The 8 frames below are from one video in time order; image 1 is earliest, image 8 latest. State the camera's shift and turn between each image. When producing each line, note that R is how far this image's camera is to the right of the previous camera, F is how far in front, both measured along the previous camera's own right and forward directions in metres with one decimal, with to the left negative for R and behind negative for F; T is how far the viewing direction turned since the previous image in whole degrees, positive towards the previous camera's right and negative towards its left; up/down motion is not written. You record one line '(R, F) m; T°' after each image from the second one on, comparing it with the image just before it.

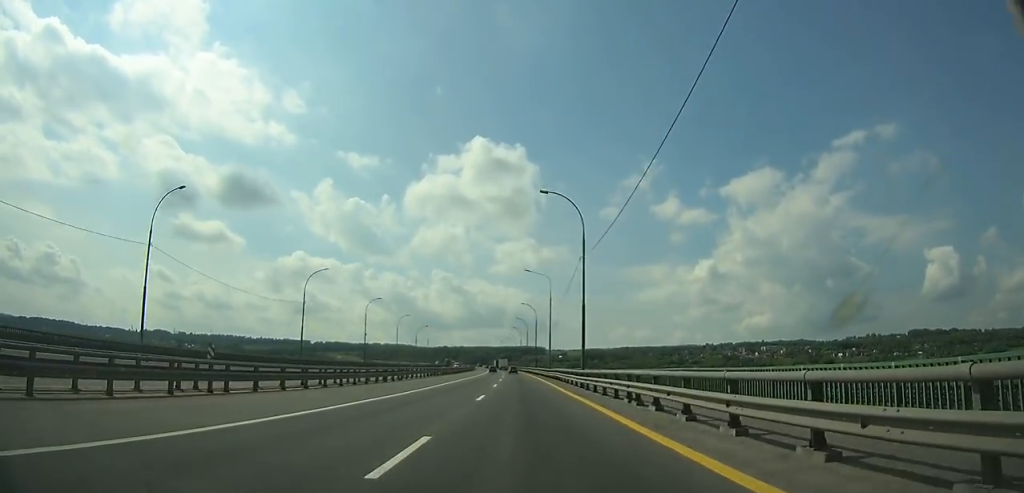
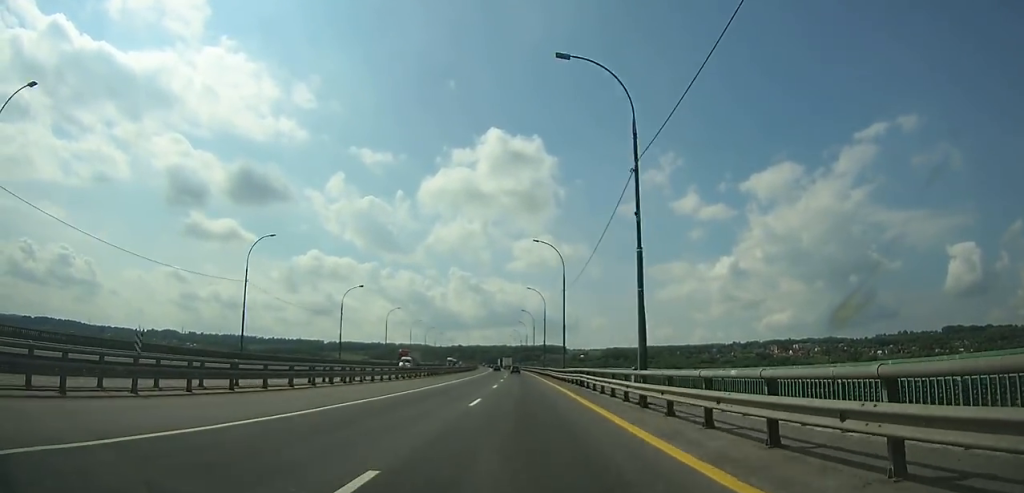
(-1.1, +89.4) m; -2°
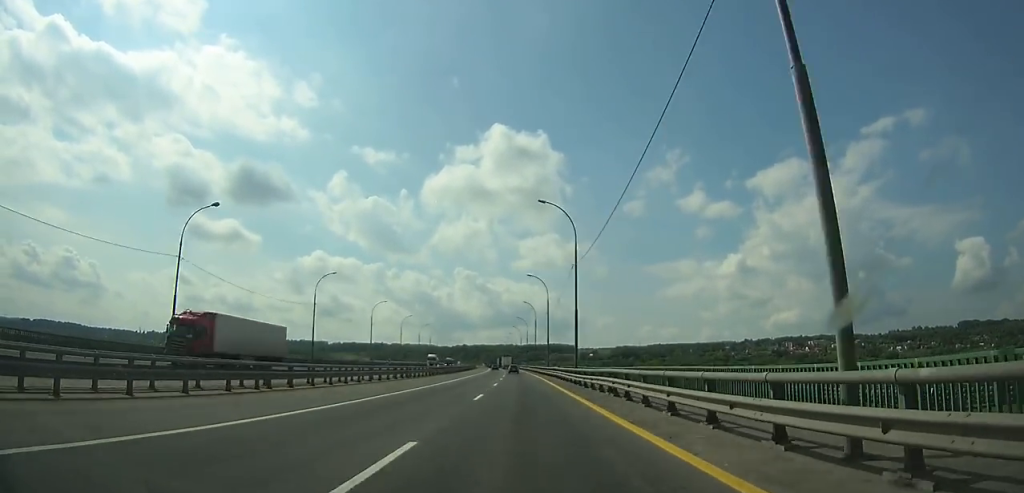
(-0.3, +47.1) m; -1°
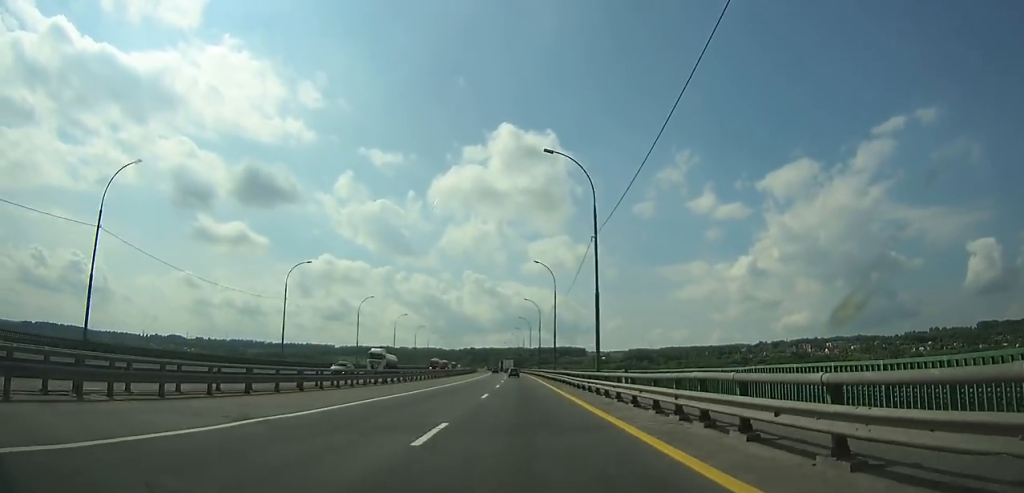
(-0.4, +46.5) m; -1°
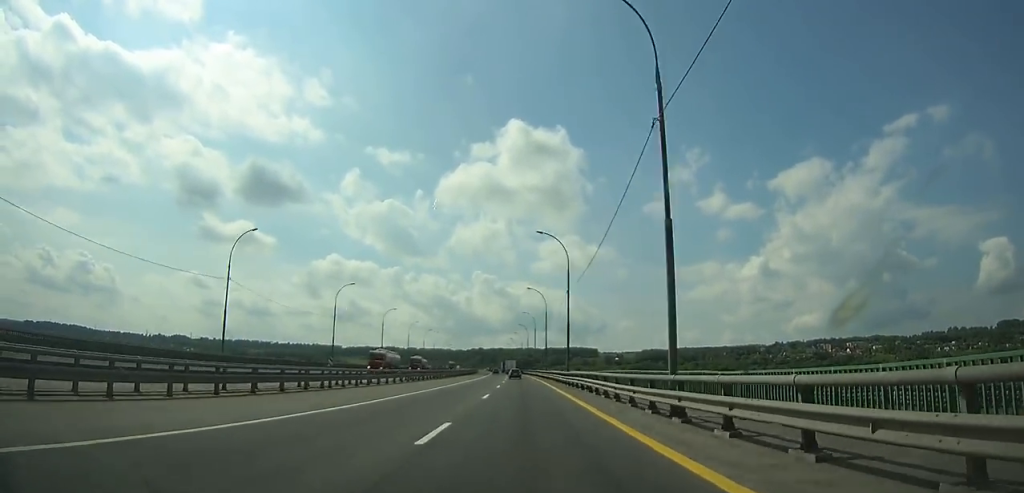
(-0.5, +48.6) m; -1°
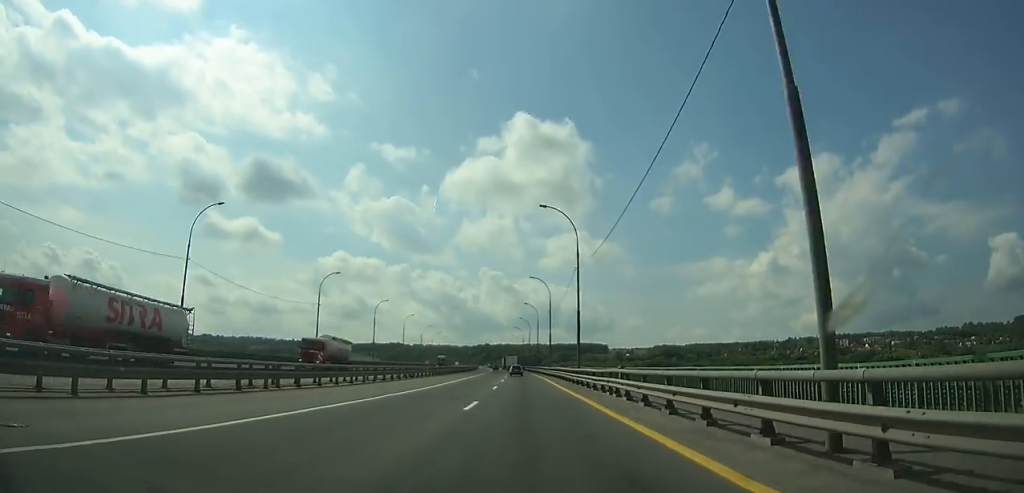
(-0.1, +40.2) m; -1°
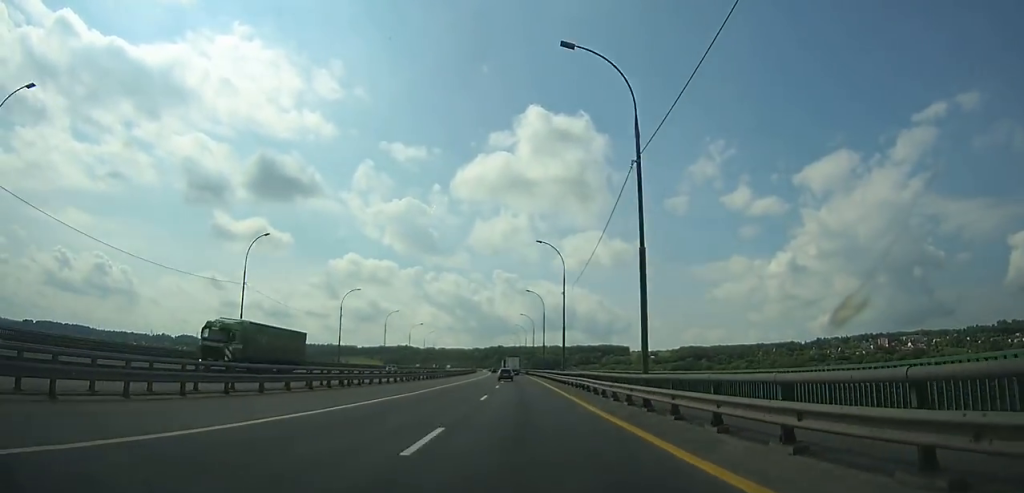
(-1.4, +89.9) m; -2°
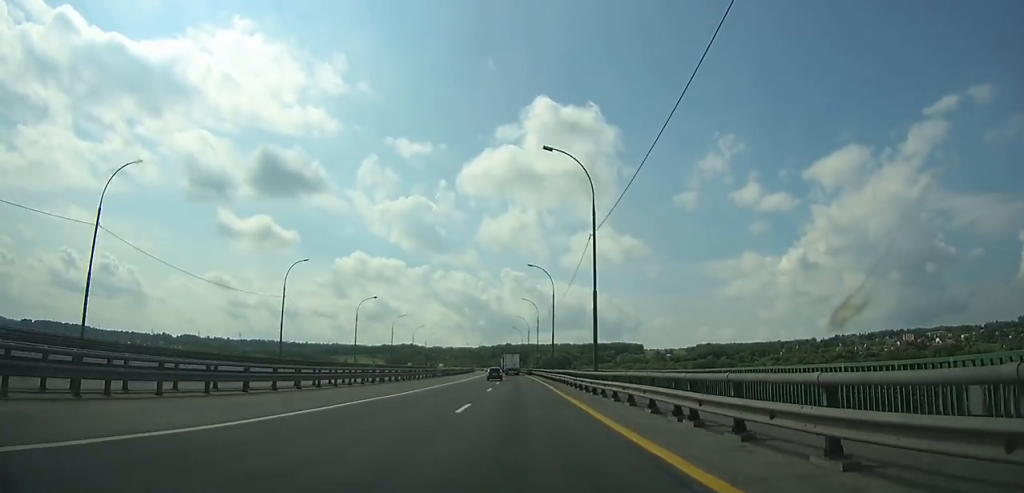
(-0.5, +55.0) m; -1°
